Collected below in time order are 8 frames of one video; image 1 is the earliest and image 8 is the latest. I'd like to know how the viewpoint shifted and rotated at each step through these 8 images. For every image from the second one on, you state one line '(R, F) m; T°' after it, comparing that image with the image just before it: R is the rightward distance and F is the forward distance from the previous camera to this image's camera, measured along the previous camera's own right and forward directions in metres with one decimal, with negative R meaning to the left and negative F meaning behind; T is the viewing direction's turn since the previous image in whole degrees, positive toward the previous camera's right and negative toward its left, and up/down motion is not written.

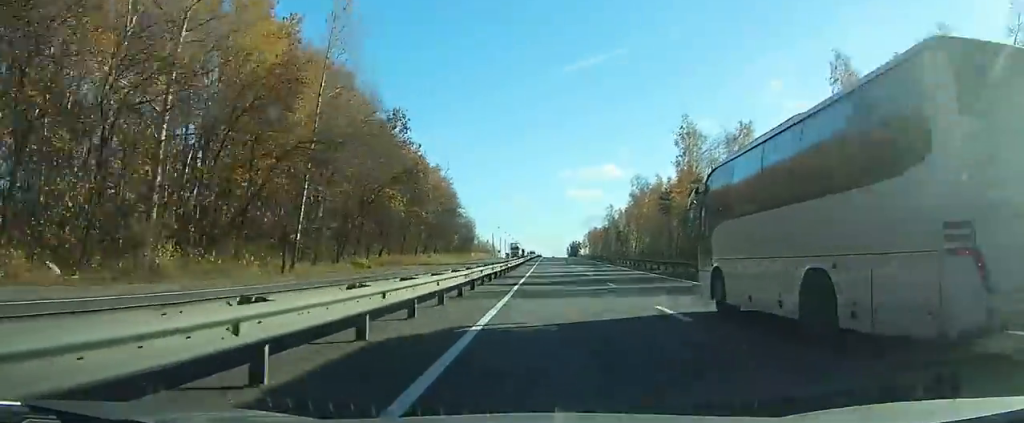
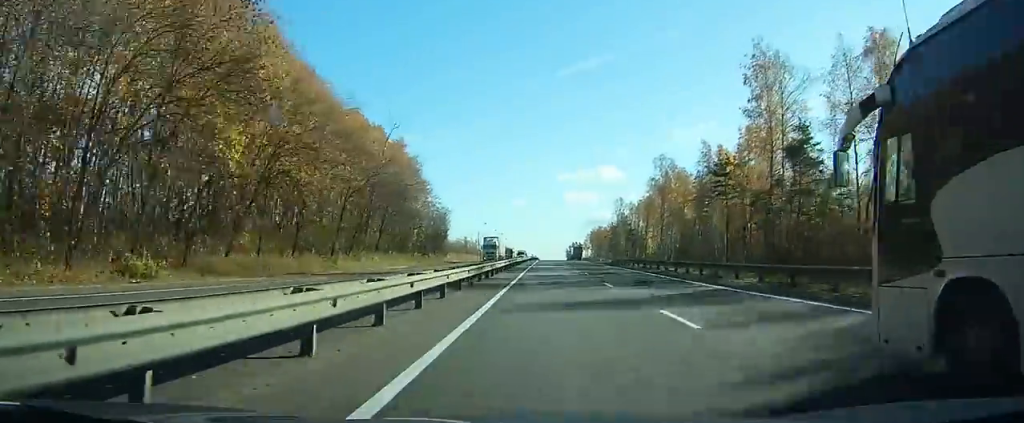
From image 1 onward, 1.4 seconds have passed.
(+0.1, +38.6) m; 0°
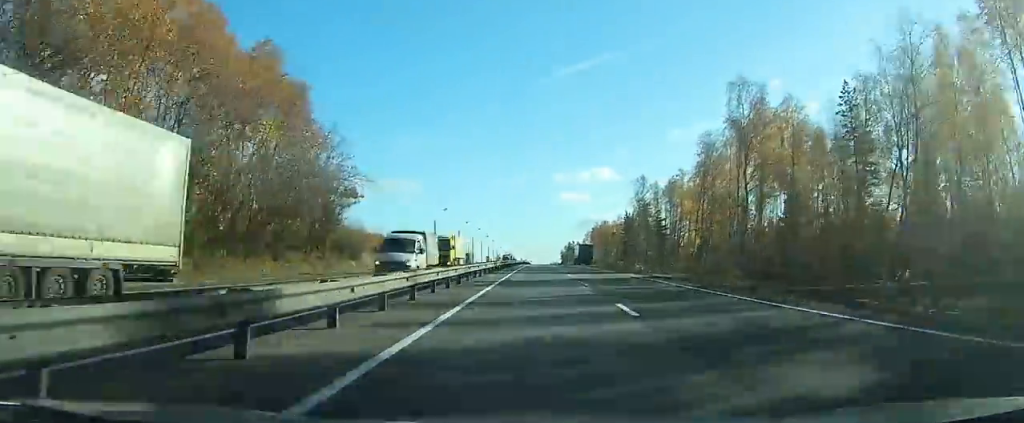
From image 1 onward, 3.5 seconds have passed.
(+0.4, +57.0) m; 0°
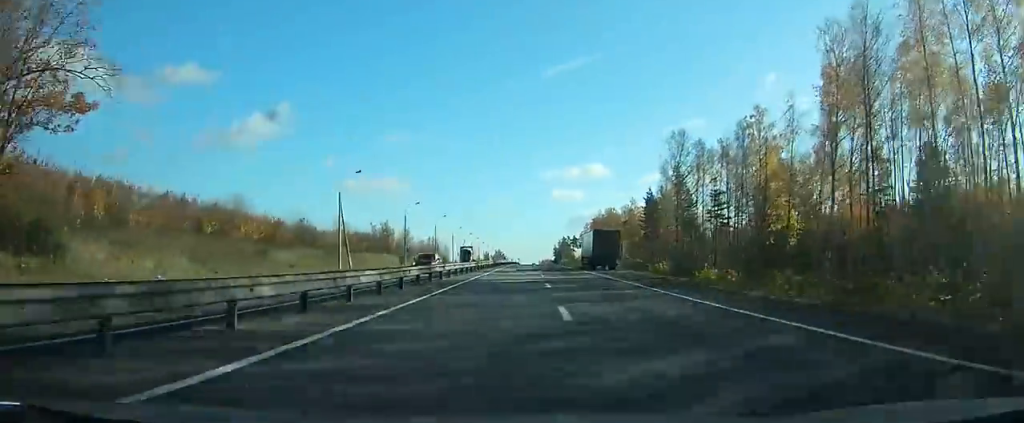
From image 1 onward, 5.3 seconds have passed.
(+0.1, +46.7) m; 0°
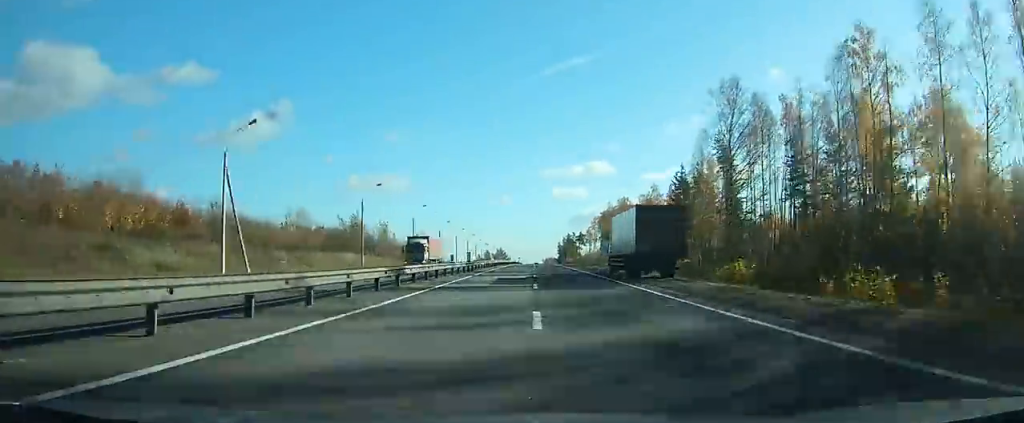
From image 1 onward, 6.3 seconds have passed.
(0.0, +24.2) m; 0°
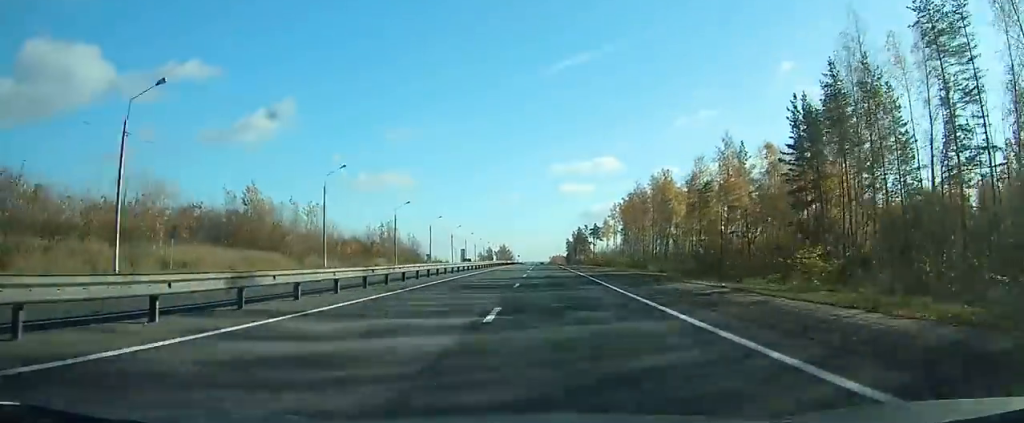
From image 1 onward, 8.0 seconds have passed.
(0.0, +46.8) m; 0°
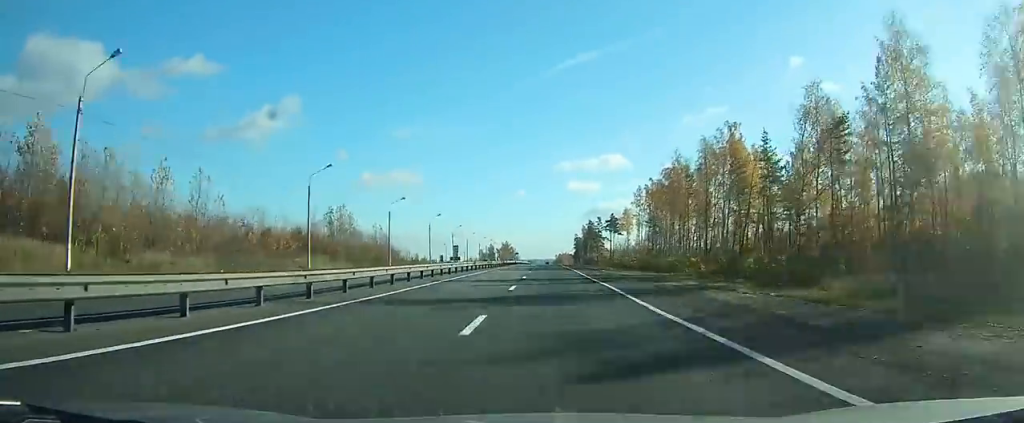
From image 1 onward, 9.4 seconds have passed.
(0.0, +39.3) m; 0°
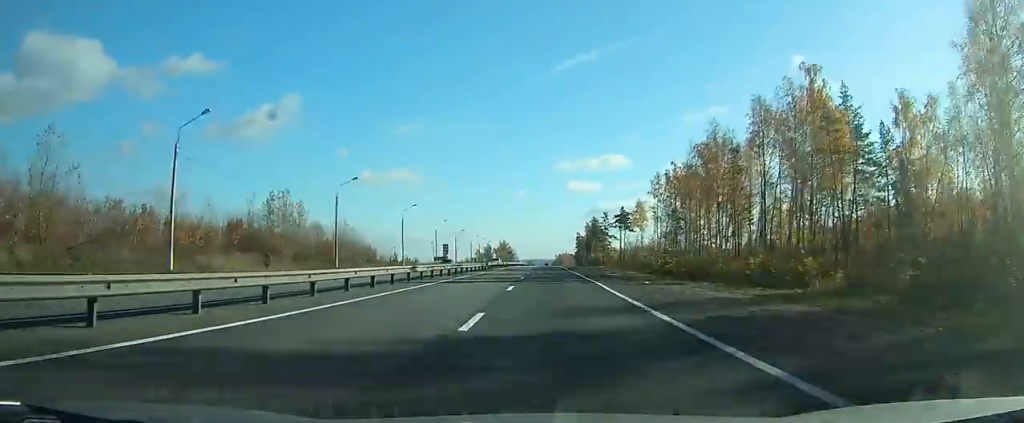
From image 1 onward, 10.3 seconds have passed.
(-0.1, +24.0) m; 0°
